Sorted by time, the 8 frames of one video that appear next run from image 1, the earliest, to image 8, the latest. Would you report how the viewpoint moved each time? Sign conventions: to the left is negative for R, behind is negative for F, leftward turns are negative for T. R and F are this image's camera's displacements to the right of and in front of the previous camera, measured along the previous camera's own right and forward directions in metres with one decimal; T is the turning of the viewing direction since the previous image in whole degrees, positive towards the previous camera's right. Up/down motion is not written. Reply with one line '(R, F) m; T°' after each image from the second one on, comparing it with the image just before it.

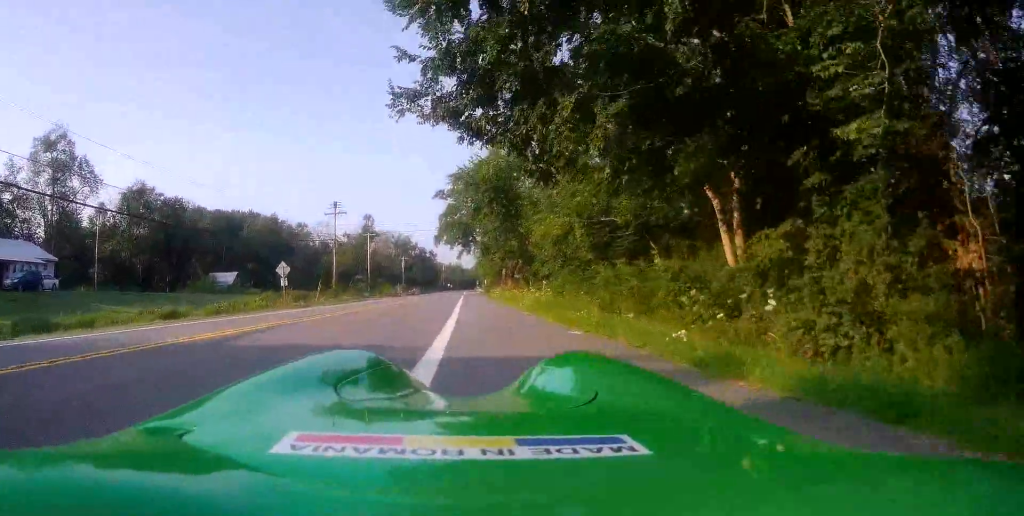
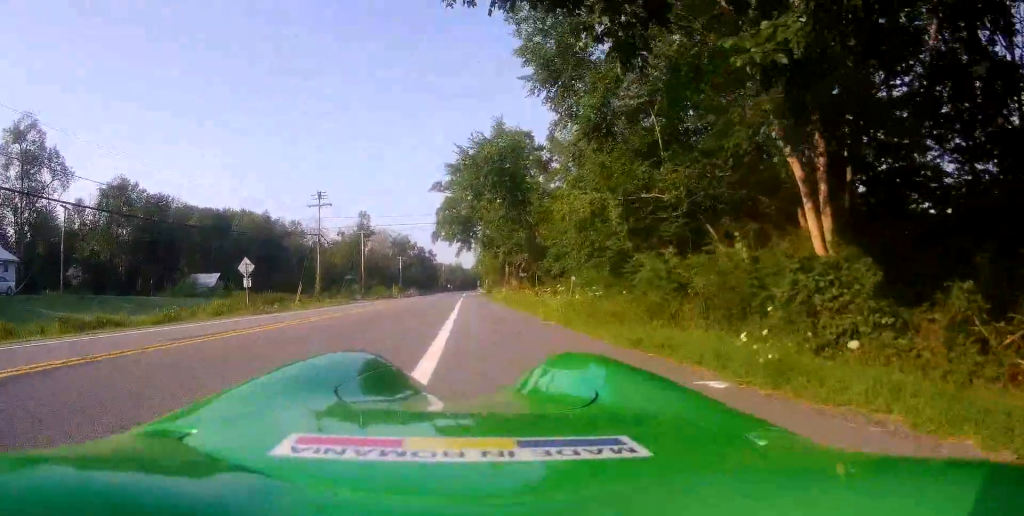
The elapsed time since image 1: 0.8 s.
(-0.1, +6.7) m; 0°
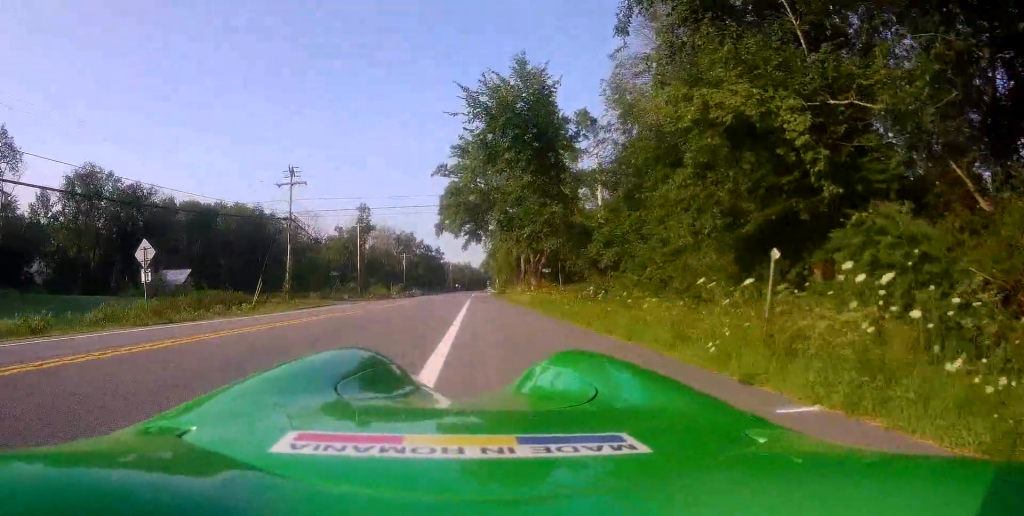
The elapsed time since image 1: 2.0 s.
(+0.1, +11.5) m; +1°
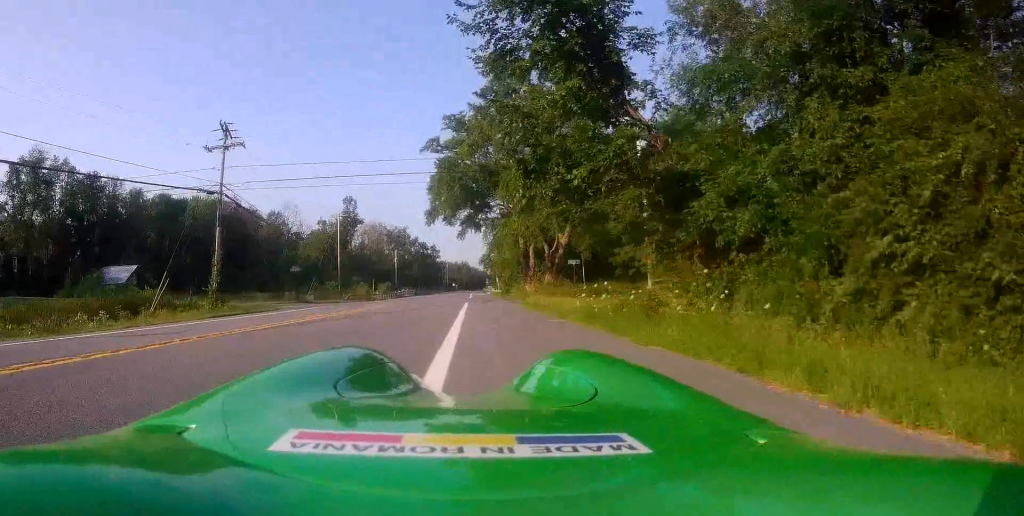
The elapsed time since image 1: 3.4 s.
(-0.1, +13.2) m; -1°
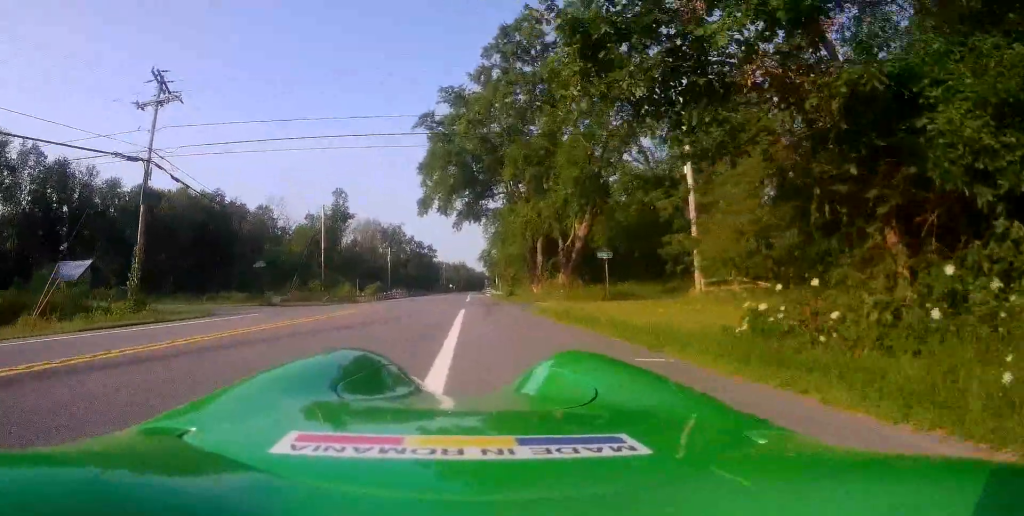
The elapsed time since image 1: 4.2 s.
(-0.1, +8.2) m; -1°
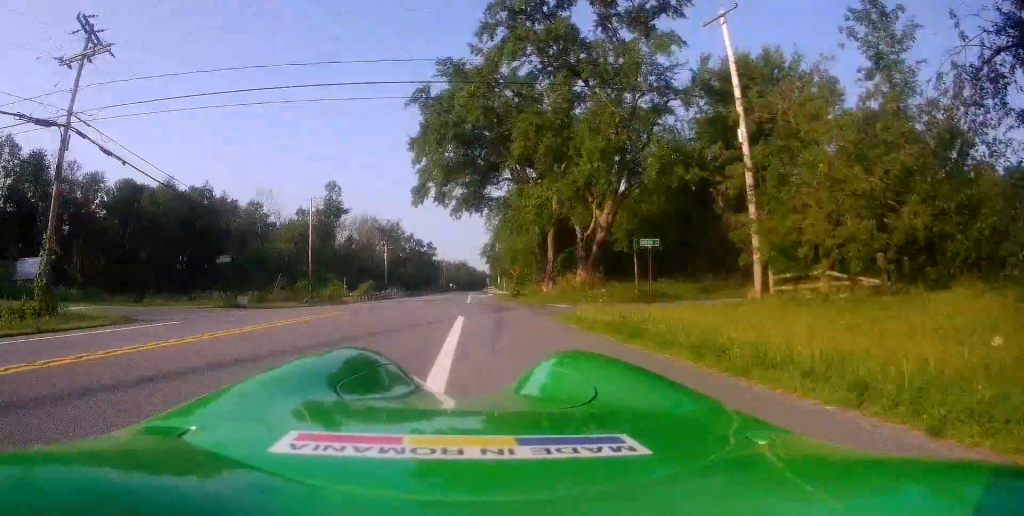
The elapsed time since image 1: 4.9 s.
(0.0, +6.2) m; -1°
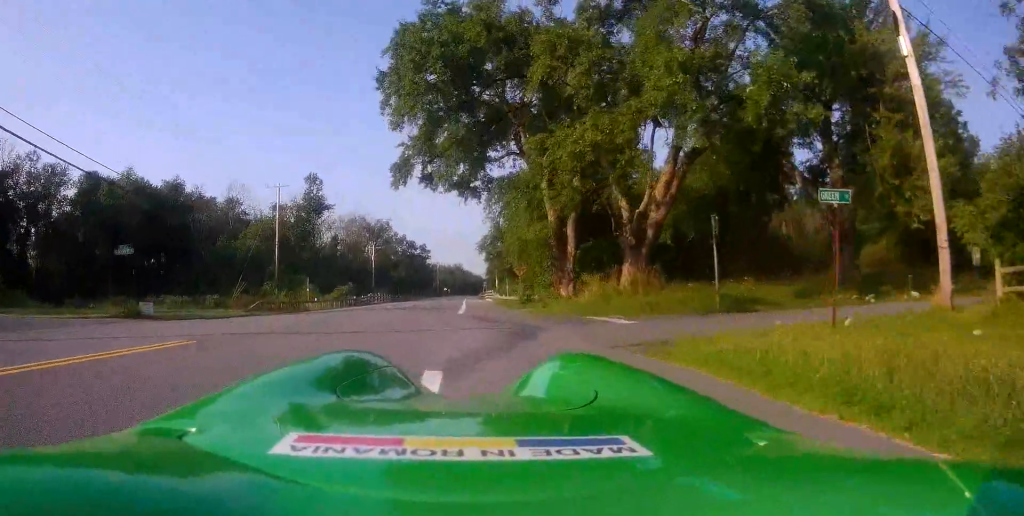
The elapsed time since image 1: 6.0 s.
(-0.2, +10.4) m; 0°
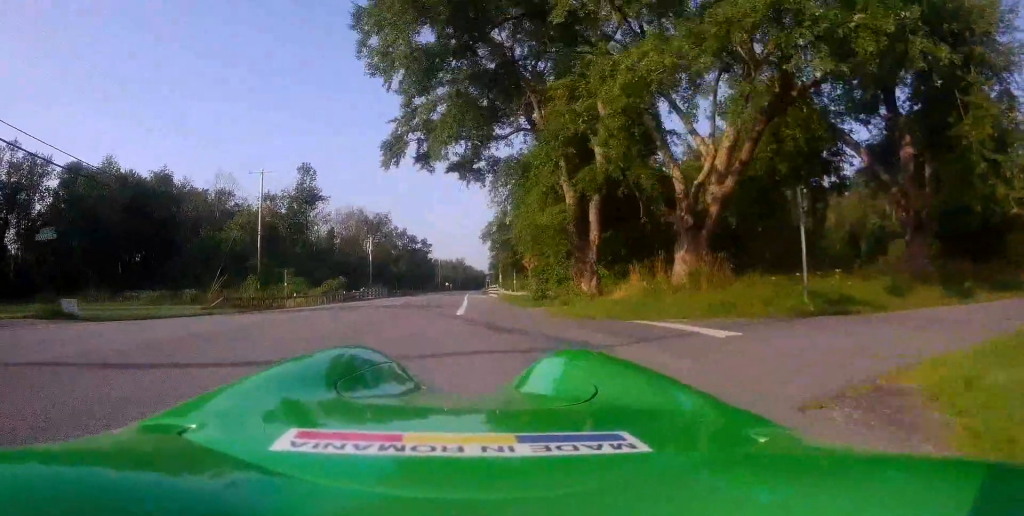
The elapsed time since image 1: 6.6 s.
(+0.1, +5.4) m; -1°
